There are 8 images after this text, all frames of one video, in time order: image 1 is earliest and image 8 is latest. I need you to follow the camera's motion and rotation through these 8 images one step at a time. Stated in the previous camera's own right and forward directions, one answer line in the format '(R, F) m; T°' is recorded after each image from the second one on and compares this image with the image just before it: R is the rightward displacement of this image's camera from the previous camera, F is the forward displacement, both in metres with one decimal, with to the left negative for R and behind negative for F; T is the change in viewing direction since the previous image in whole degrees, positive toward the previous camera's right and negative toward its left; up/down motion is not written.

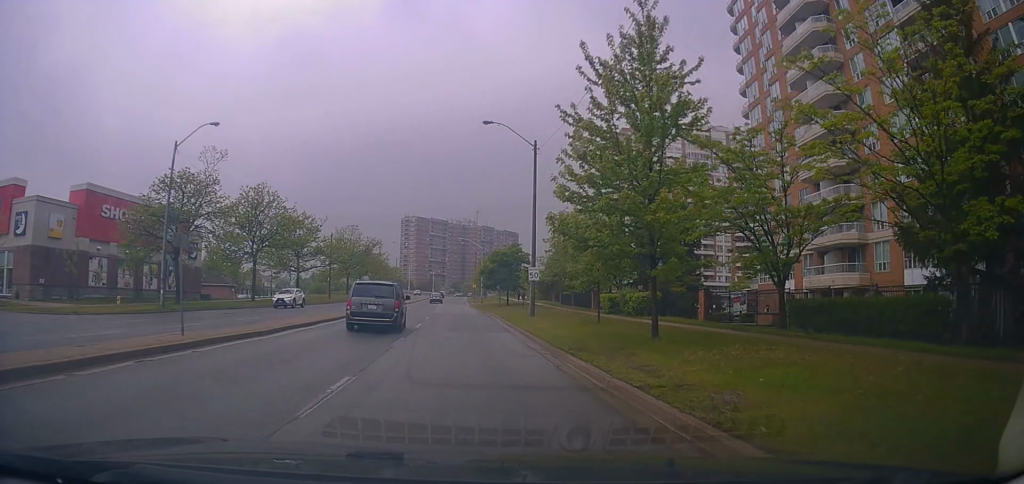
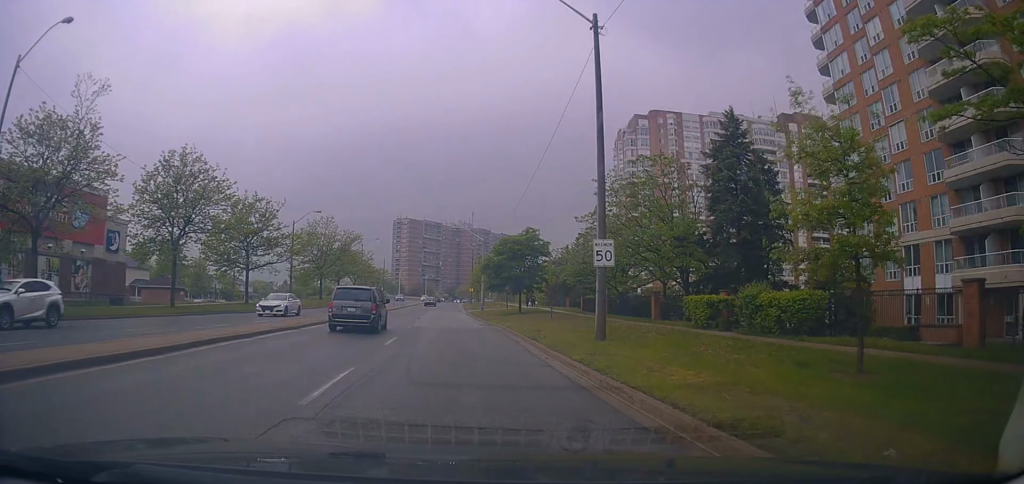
(+0.8, +16.2) m; +2°
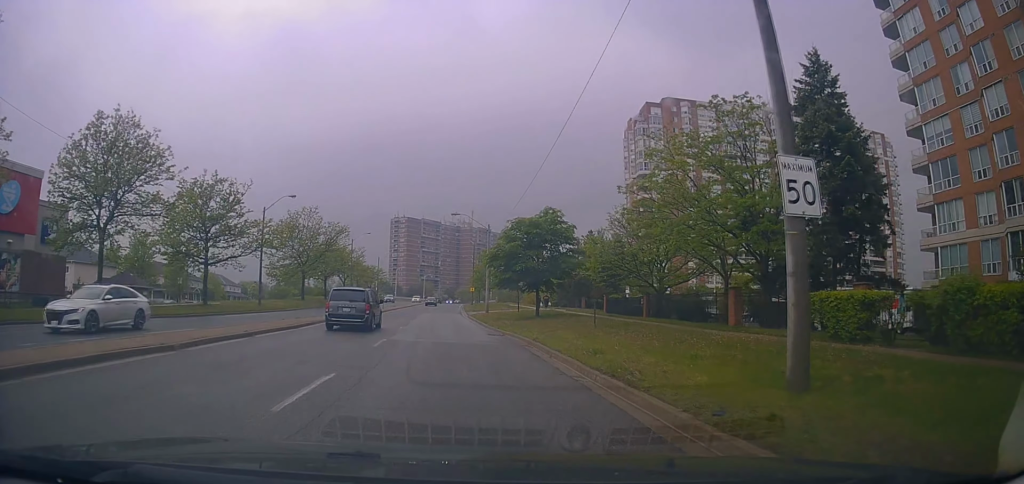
(-0.1, +9.4) m; -1°
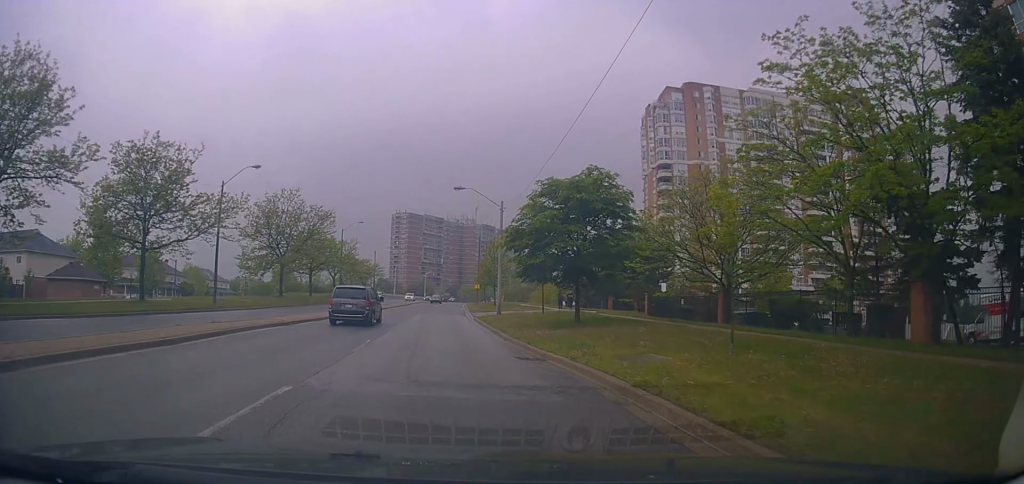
(-0.2, +10.2) m; 0°
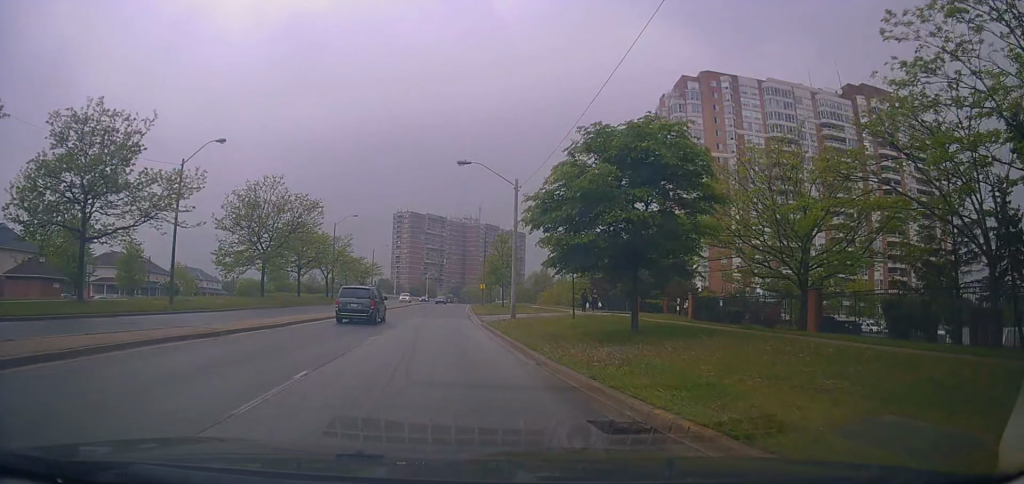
(+0.1, +7.2) m; 0°
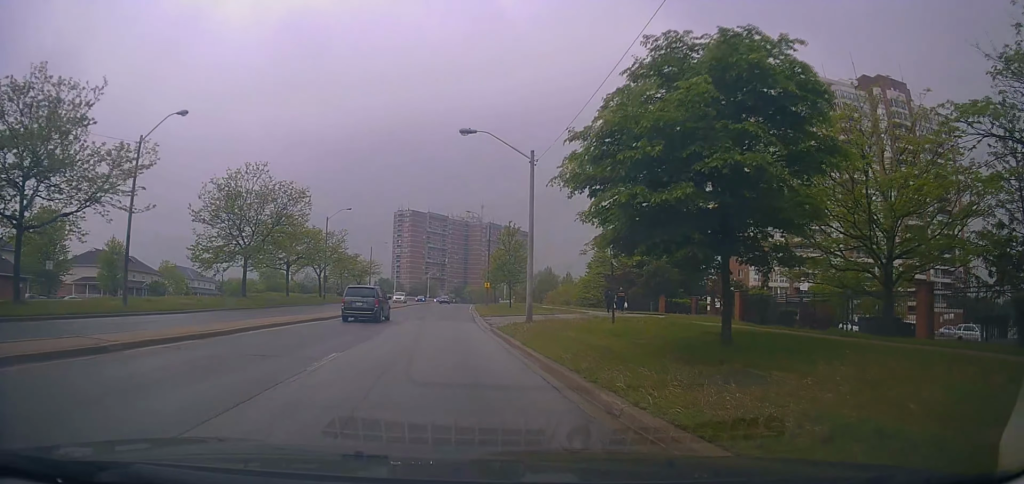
(+0.1, +5.6) m; 0°
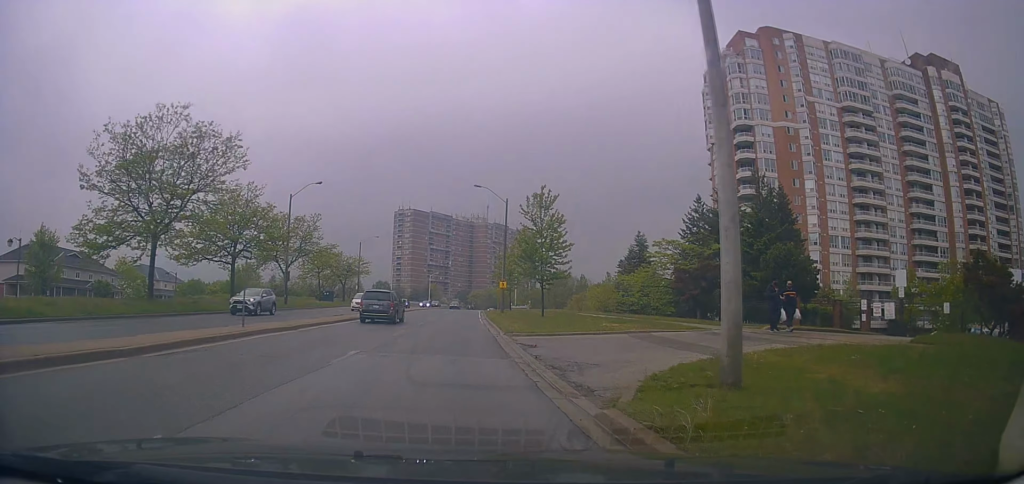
(-0.4, +17.1) m; -3°
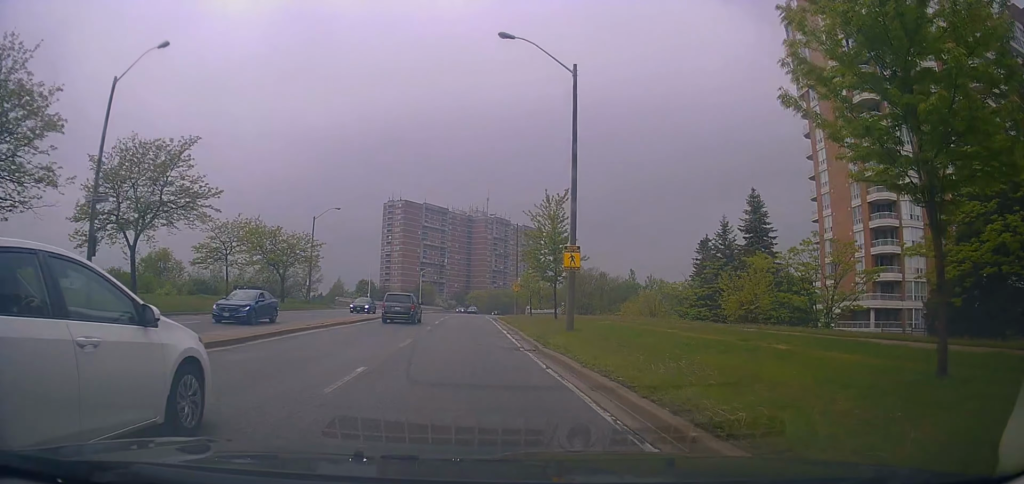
(+0.3, +29.9) m; +2°
